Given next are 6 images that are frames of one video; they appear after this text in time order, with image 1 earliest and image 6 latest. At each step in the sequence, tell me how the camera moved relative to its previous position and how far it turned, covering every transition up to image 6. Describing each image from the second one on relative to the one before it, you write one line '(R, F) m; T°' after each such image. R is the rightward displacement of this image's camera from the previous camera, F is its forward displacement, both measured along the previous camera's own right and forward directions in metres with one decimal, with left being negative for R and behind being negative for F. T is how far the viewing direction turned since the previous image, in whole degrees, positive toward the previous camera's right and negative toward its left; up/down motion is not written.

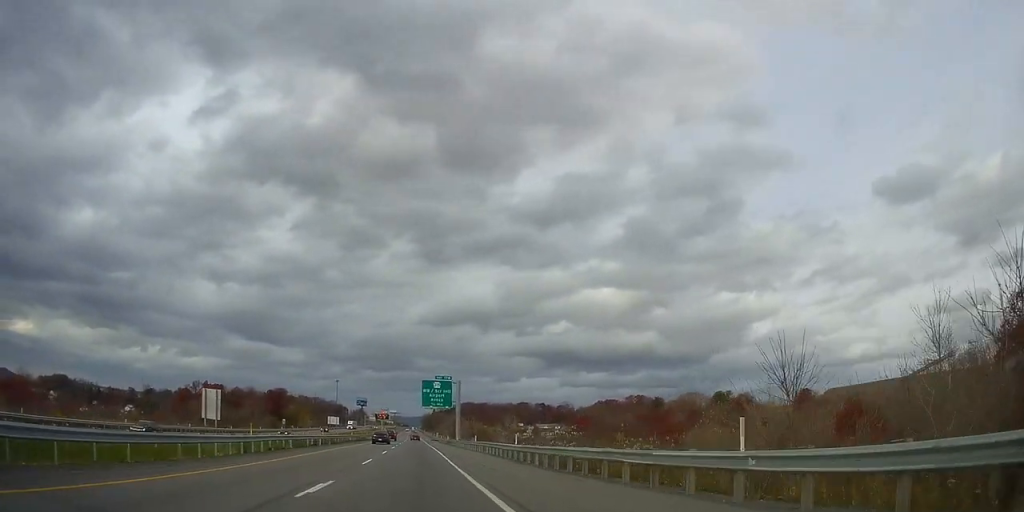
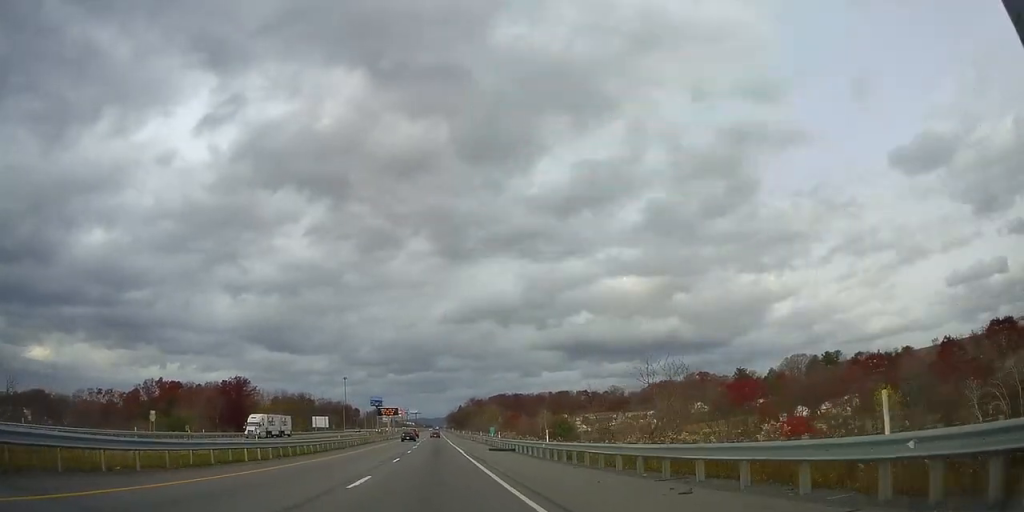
(-6.9, +96.1) m; -6°
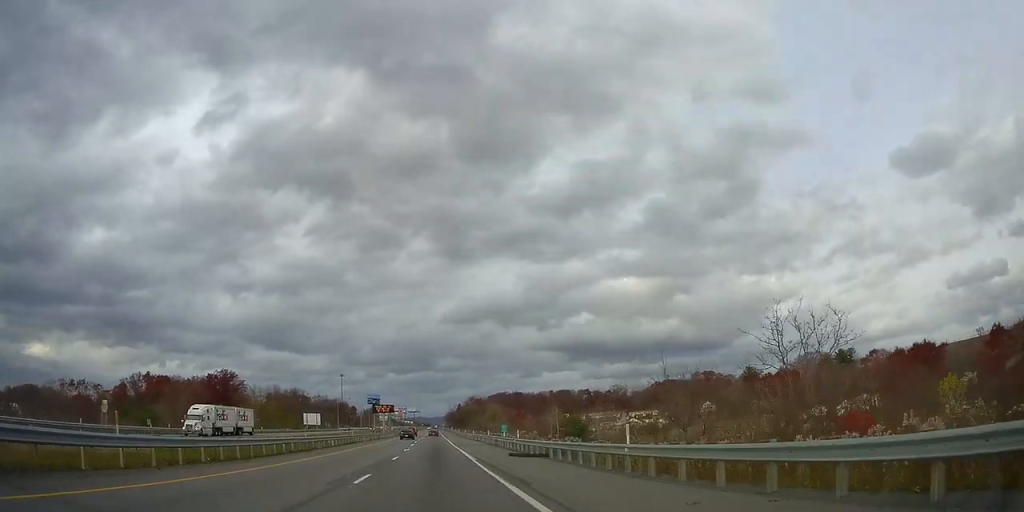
(0.0, +12.7) m; 0°
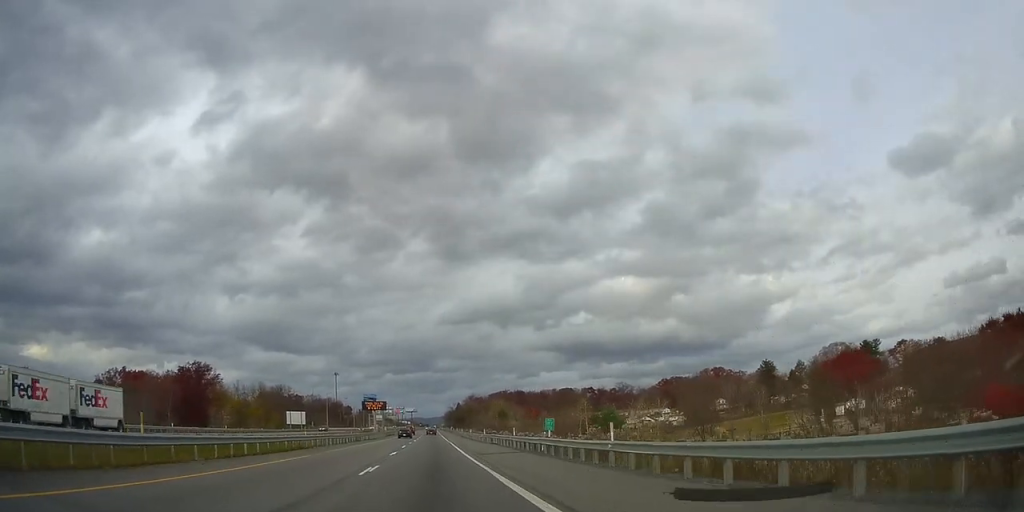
(+0.2, +21.8) m; 0°
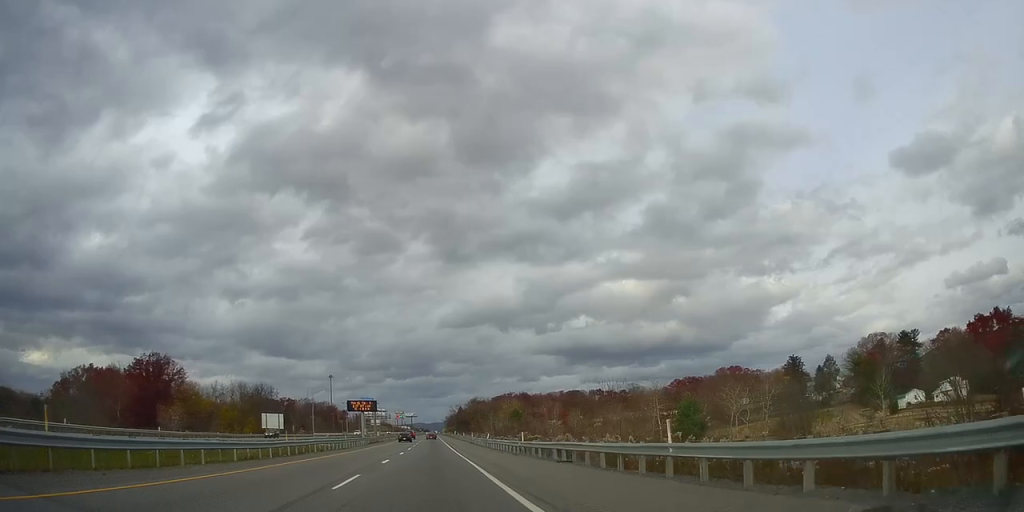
(0.0, +27.7) m; -1°
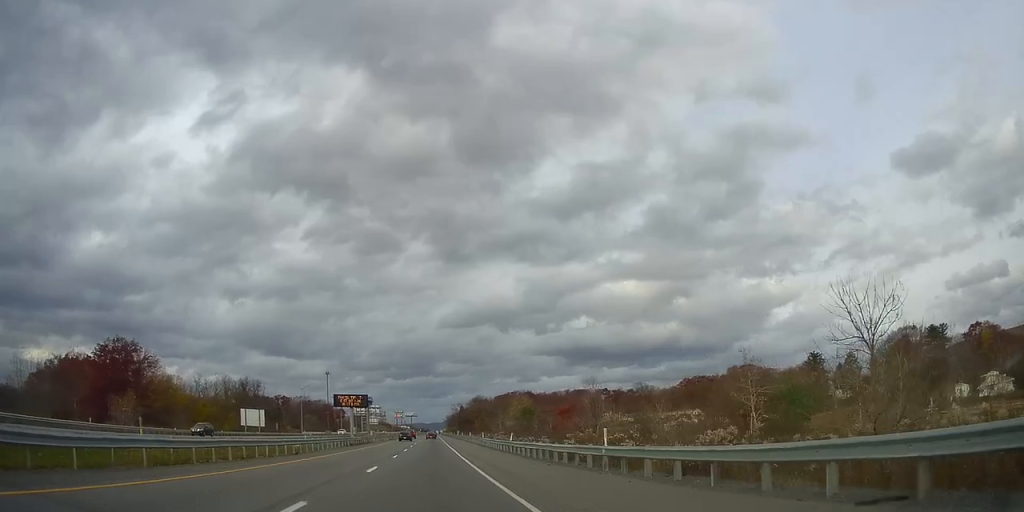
(-0.1, +18.2) m; 0°
